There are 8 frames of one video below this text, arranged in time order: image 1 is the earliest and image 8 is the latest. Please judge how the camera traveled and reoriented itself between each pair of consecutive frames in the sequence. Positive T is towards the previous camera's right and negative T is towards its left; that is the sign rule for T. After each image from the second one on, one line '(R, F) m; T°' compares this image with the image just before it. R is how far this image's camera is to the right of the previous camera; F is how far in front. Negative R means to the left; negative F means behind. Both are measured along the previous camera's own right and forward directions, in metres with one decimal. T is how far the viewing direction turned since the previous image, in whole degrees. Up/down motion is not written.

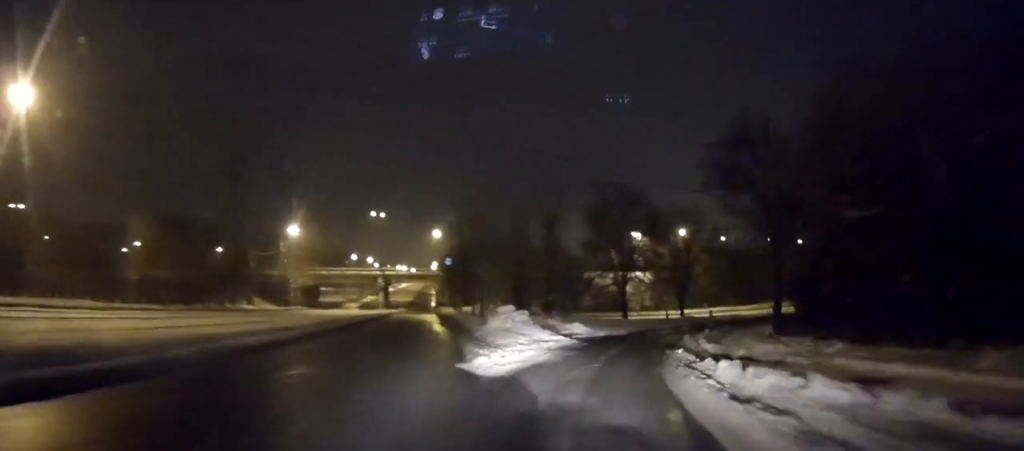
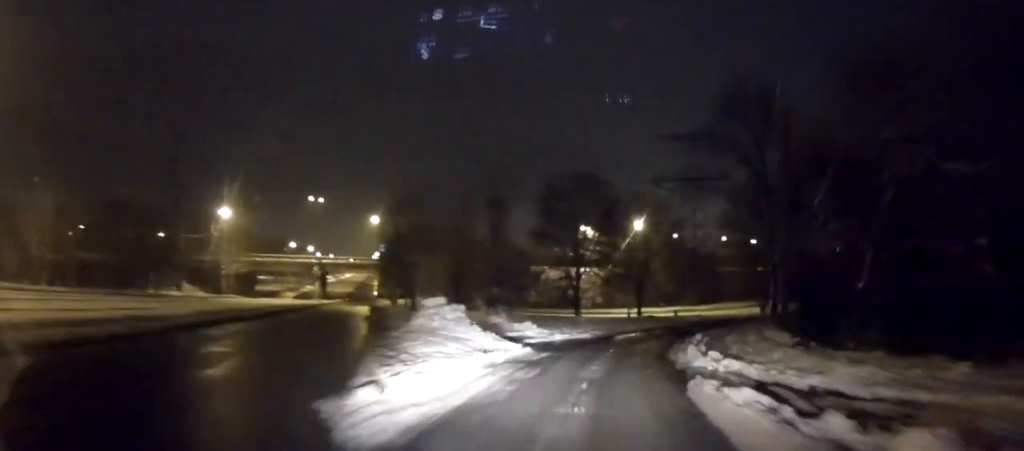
(+0.2, +6.8) m; +4°
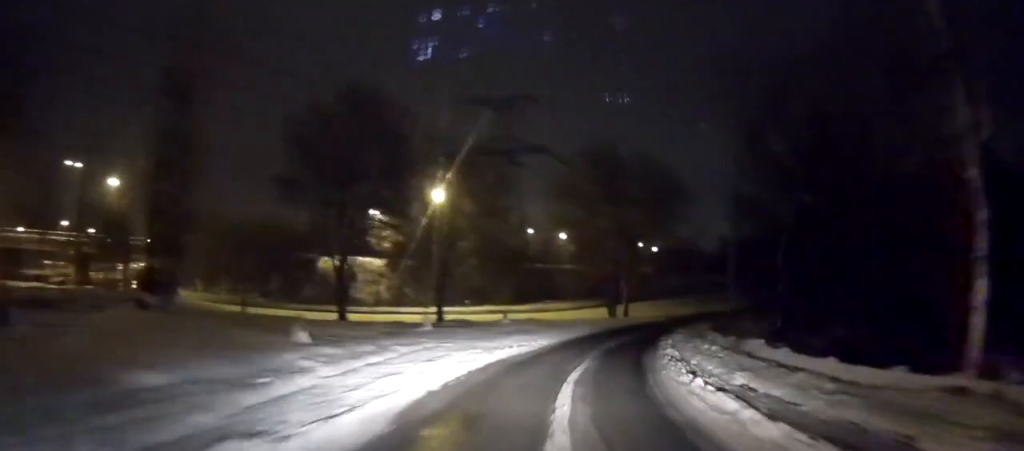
(+3.2, +22.3) m; +17°
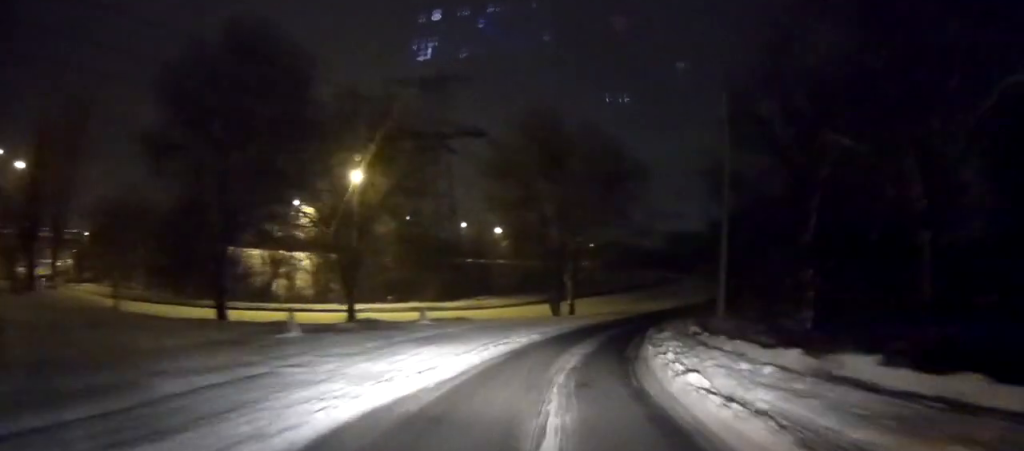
(+0.4, +8.0) m; +5°
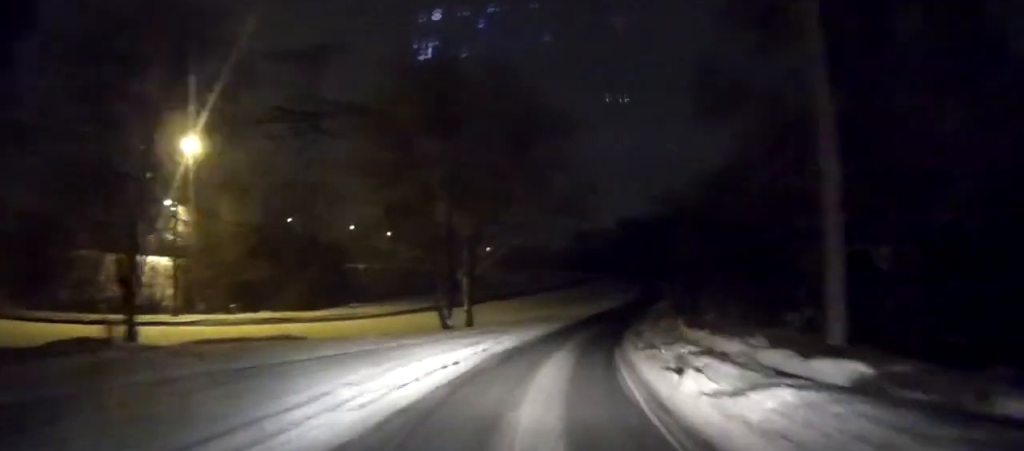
(+1.2, +14.8) m; +8°
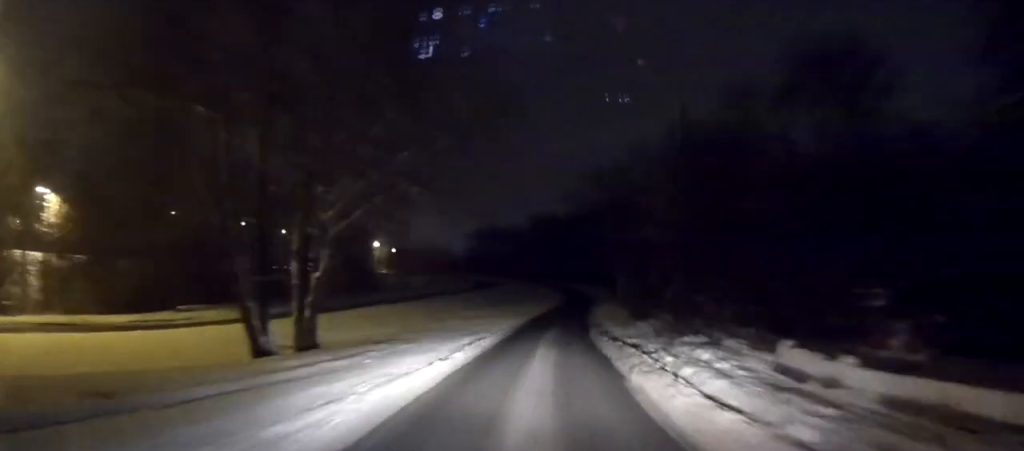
(+1.0, +17.1) m; +7°
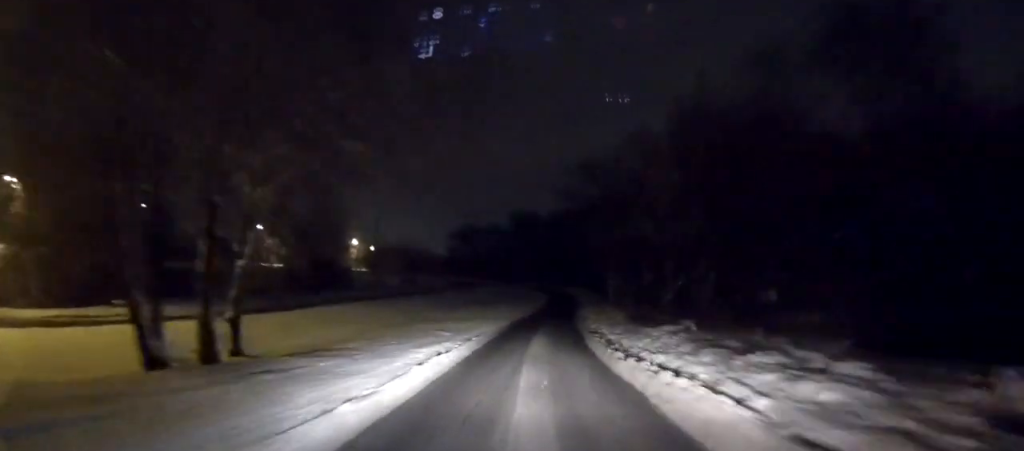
(+0.1, +5.6) m; +2°
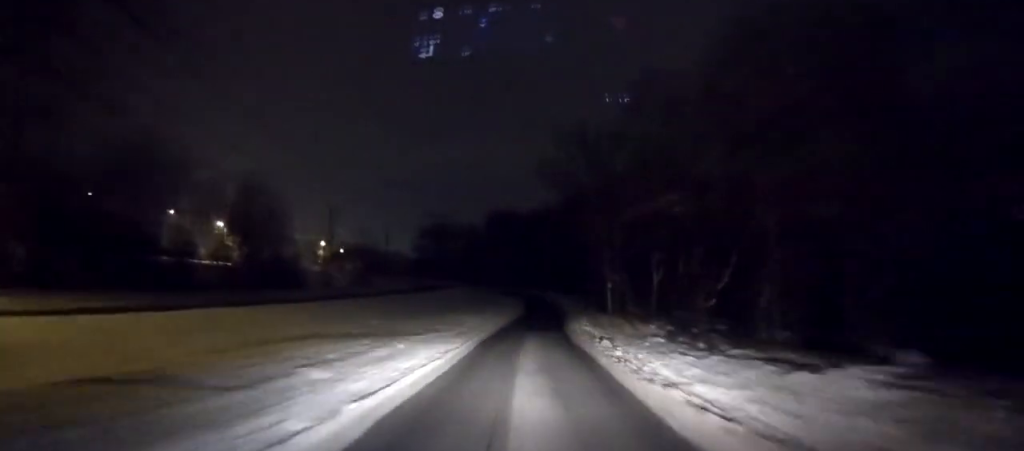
(+0.4, +12.5) m; +2°
